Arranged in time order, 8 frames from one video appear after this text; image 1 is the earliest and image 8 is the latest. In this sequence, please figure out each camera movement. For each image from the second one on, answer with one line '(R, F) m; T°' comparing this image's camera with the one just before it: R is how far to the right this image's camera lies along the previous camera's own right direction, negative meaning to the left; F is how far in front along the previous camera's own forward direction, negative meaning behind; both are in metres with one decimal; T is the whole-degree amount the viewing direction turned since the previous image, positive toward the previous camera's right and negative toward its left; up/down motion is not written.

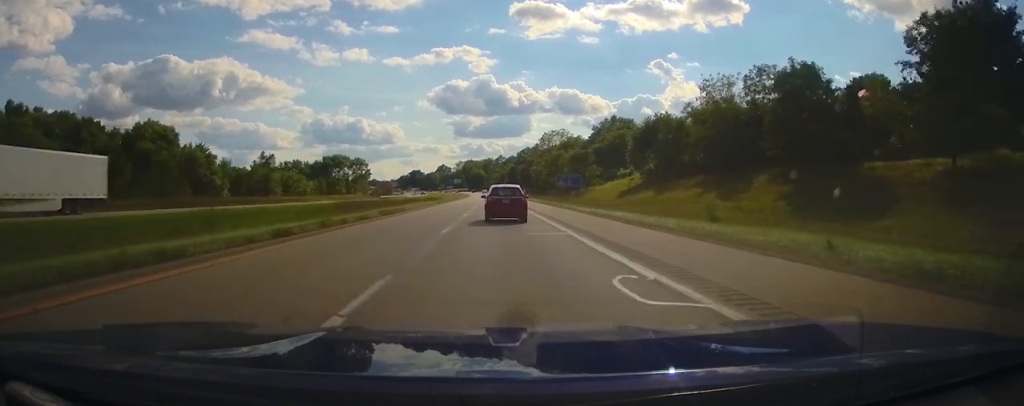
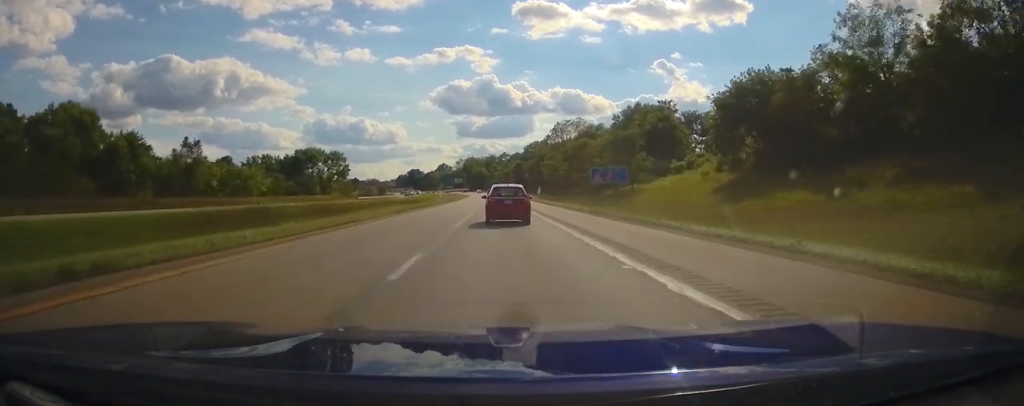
(-0.1, +33.9) m; 0°
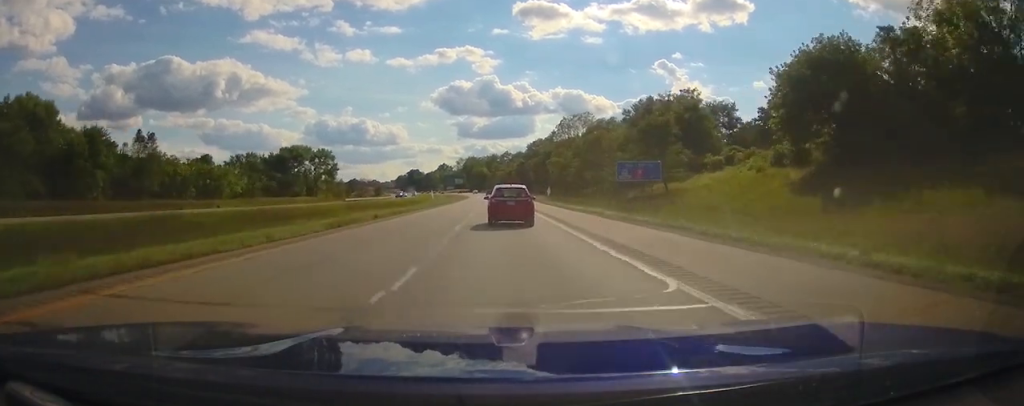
(0.0, +13.9) m; 0°
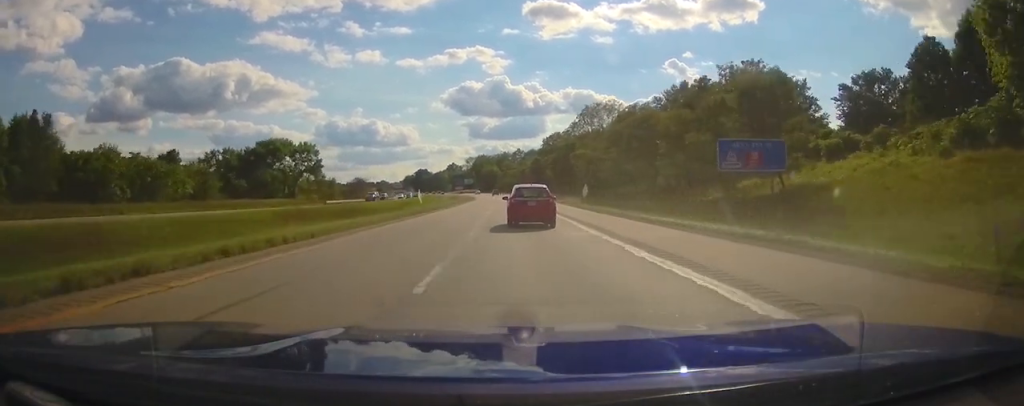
(-0.1, +23.5) m; -1°
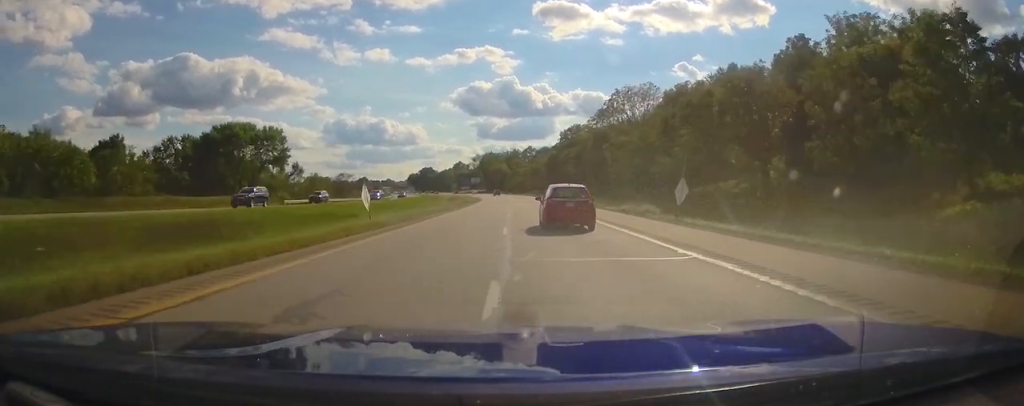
(-0.3, +26.5) m; 0°
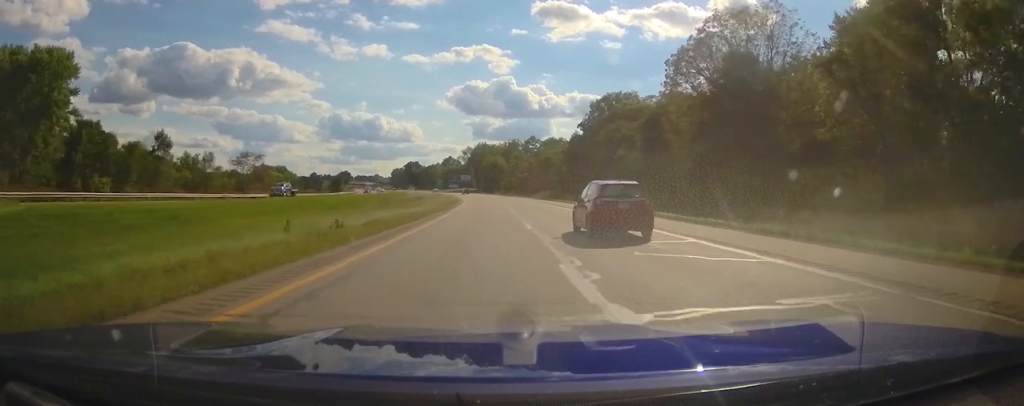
(-0.1, +59.1) m; -1°
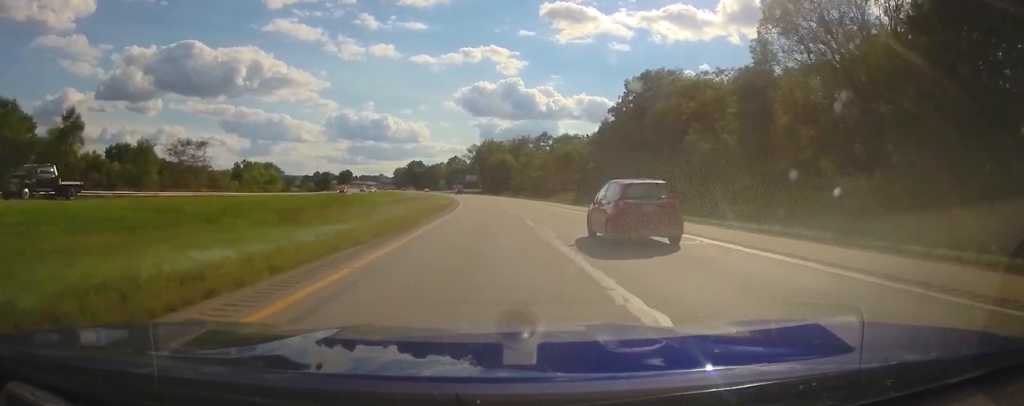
(-0.1, +23.4) m; -1°
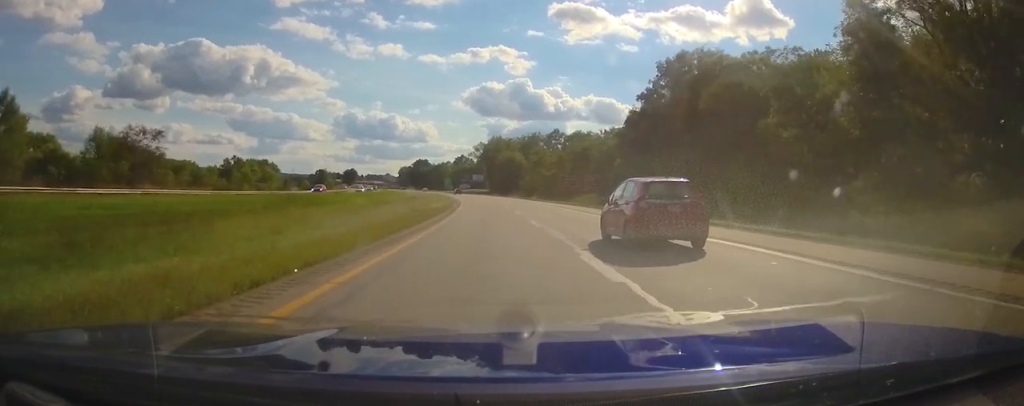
(+0.1, +13.3) m; 0°
